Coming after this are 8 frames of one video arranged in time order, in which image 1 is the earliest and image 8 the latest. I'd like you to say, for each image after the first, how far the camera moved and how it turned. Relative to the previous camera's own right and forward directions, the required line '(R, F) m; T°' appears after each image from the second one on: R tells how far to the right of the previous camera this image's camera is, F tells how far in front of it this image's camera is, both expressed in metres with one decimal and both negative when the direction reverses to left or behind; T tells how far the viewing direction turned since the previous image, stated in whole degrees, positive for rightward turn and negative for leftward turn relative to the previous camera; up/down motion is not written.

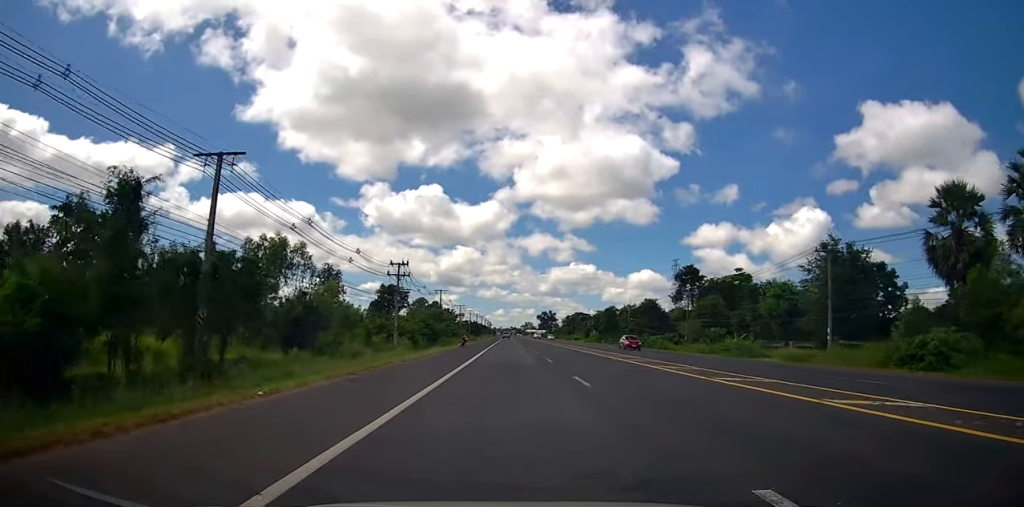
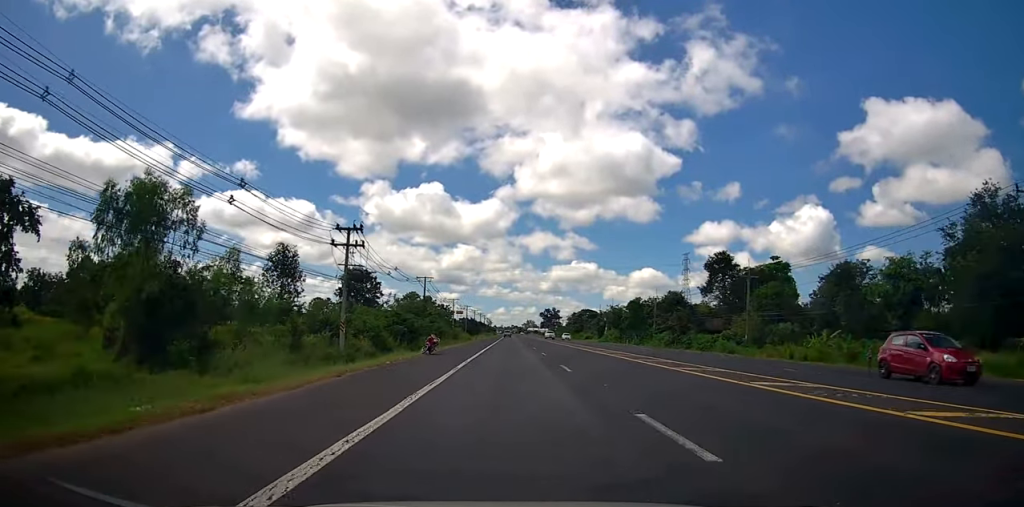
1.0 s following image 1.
(0.0, +20.4) m; 0°
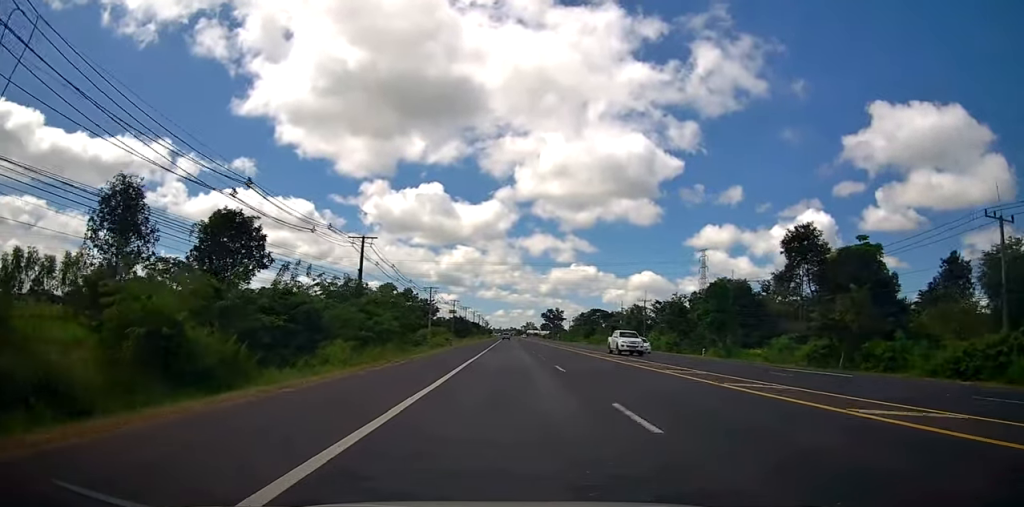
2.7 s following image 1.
(+0.2, +34.7) m; 0°
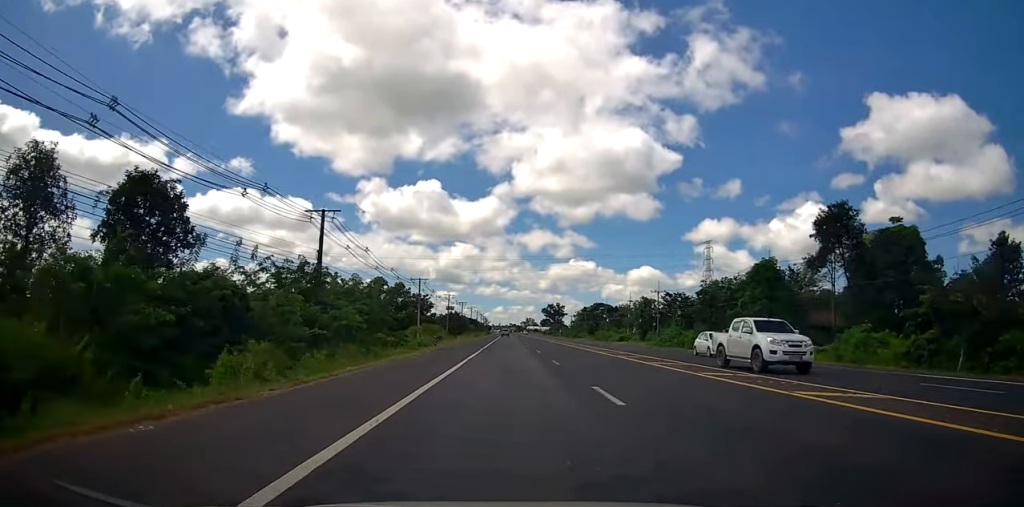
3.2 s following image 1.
(-0.1, +9.9) m; 0°
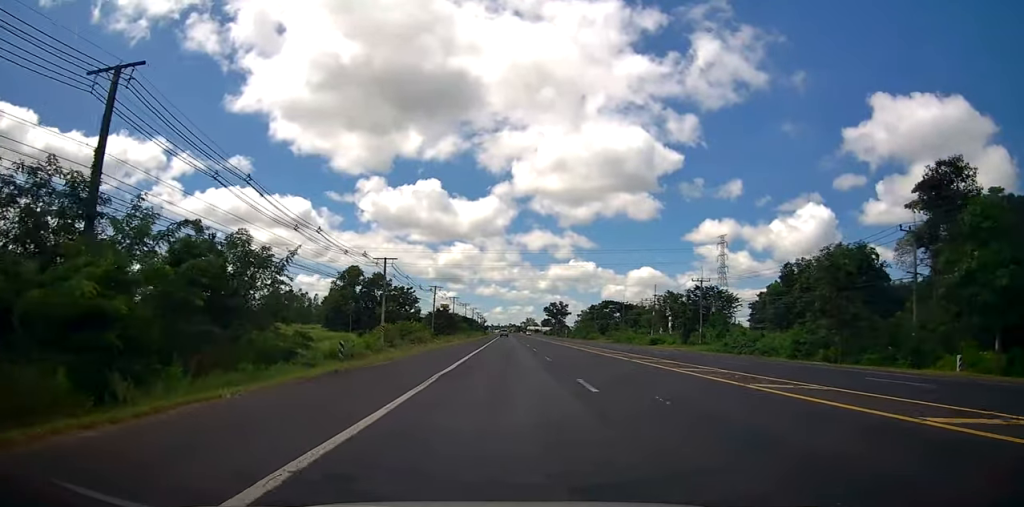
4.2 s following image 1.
(-0.1, +21.8) m; 0°
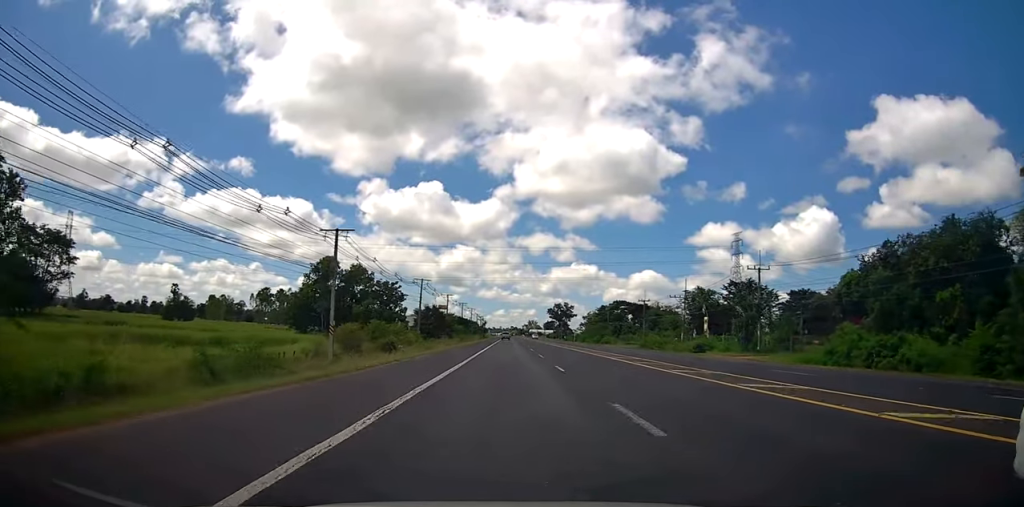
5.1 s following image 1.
(+0.1, +17.0) m; 0°
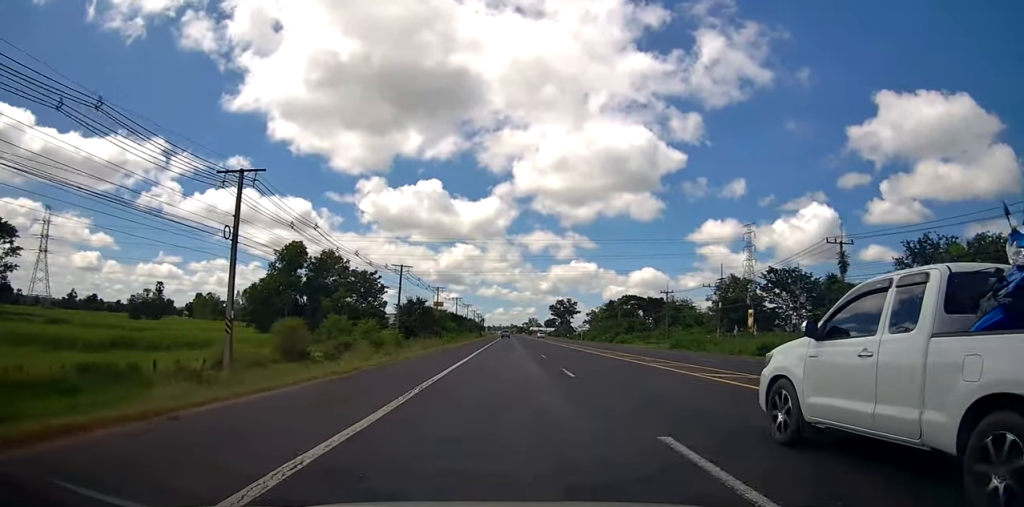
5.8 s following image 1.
(0.0, +15.3) m; 0°
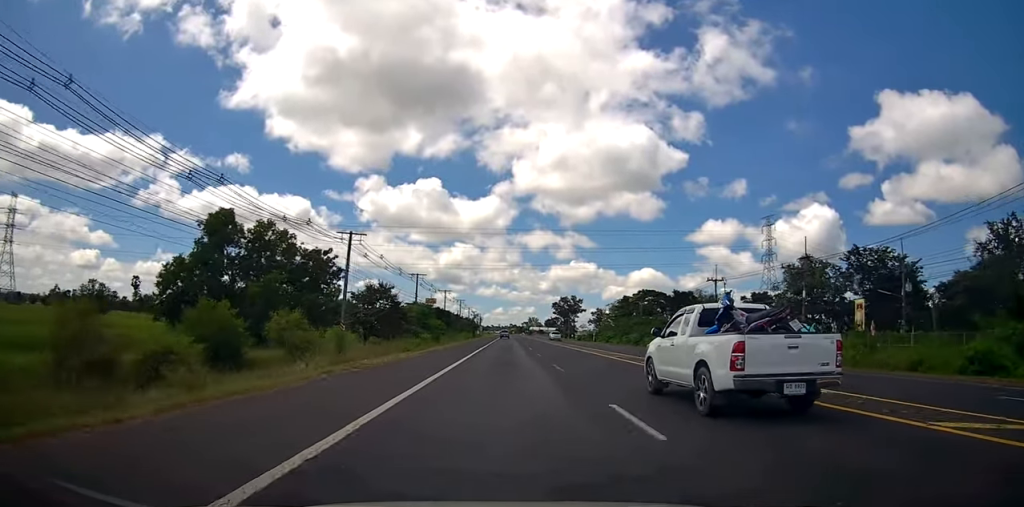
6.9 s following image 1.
(0.0, +21.6) m; 0°
